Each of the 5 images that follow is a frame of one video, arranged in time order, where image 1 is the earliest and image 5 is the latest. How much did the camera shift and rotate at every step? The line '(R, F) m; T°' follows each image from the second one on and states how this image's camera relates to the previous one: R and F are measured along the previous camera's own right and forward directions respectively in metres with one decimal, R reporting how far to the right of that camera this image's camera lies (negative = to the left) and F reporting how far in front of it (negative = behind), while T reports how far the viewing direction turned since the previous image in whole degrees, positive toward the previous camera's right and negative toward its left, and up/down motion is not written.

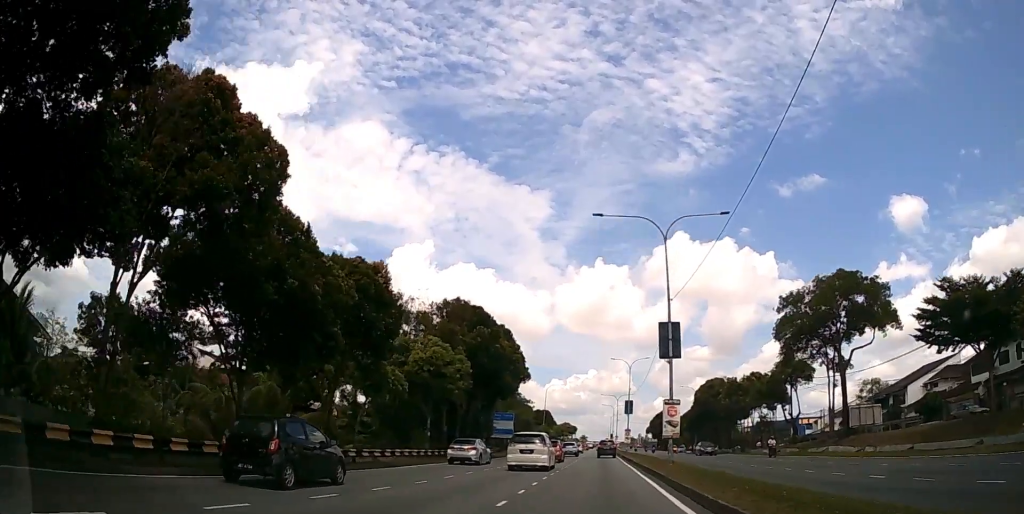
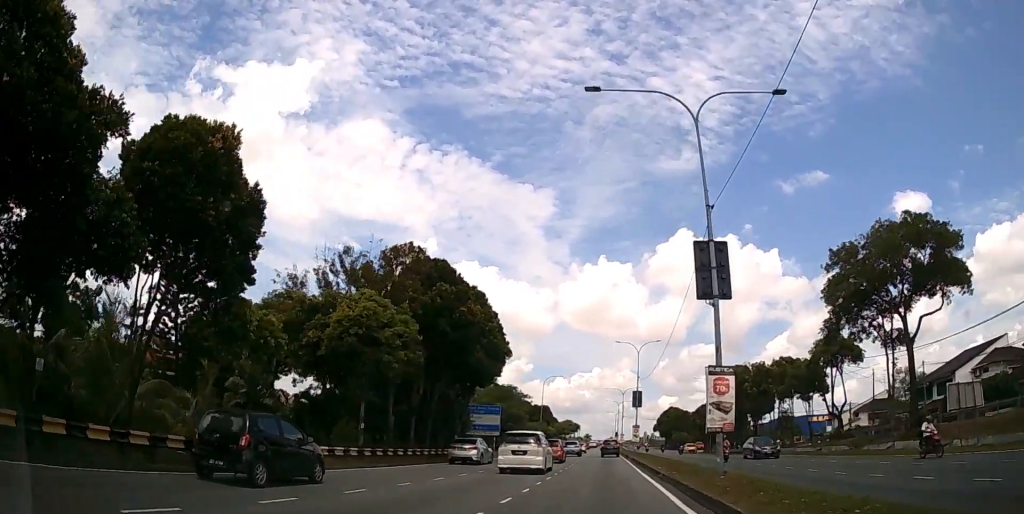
(0.0, +10.3) m; 0°
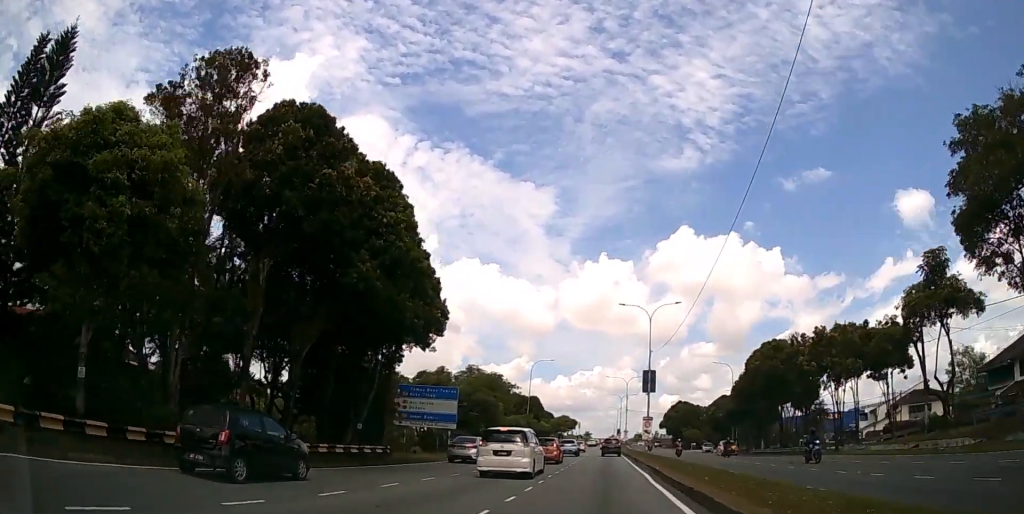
(-0.1, +15.7) m; 0°
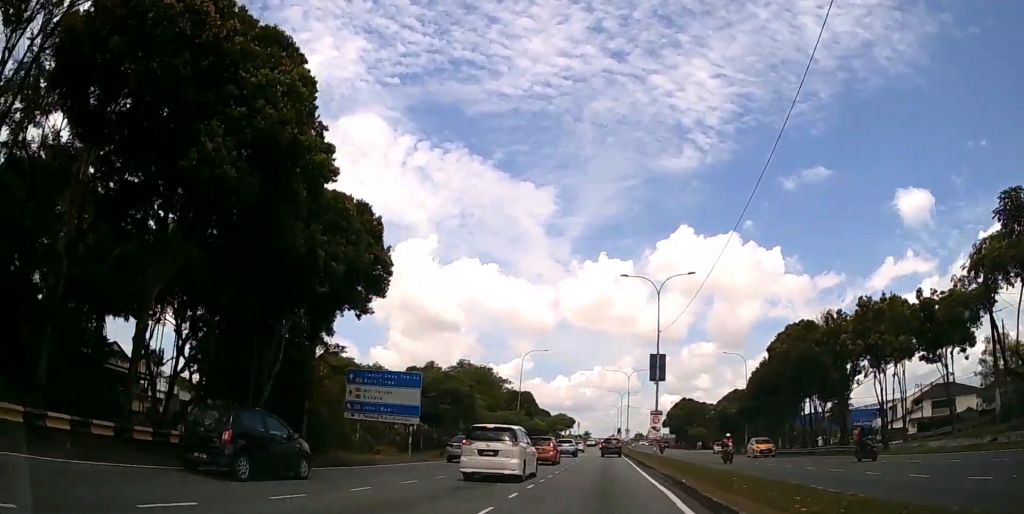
(+0.1, +8.2) m; +1°
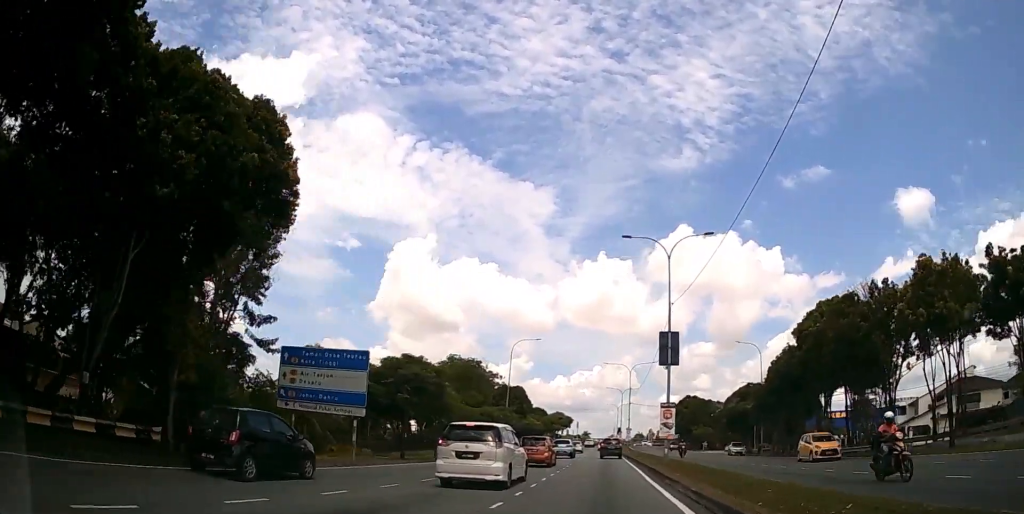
(0.0, +6.9) m; 0°
